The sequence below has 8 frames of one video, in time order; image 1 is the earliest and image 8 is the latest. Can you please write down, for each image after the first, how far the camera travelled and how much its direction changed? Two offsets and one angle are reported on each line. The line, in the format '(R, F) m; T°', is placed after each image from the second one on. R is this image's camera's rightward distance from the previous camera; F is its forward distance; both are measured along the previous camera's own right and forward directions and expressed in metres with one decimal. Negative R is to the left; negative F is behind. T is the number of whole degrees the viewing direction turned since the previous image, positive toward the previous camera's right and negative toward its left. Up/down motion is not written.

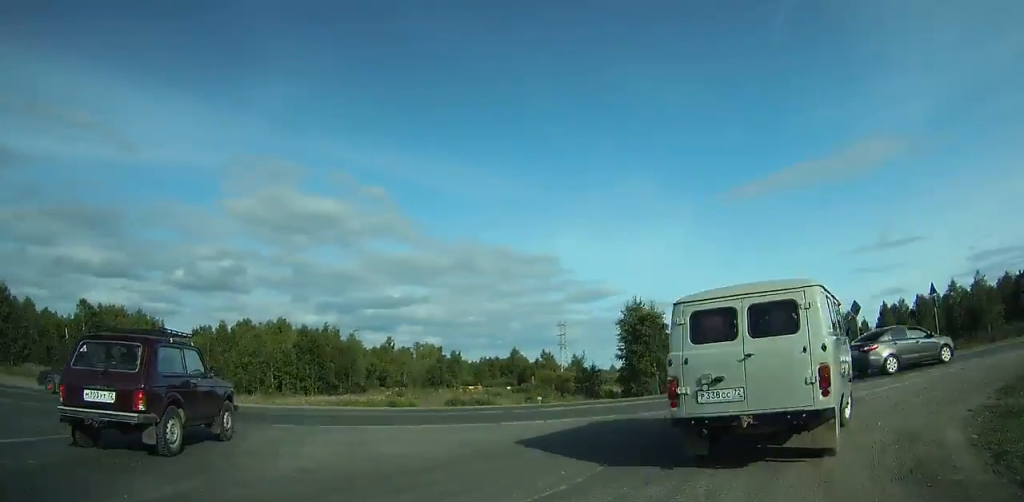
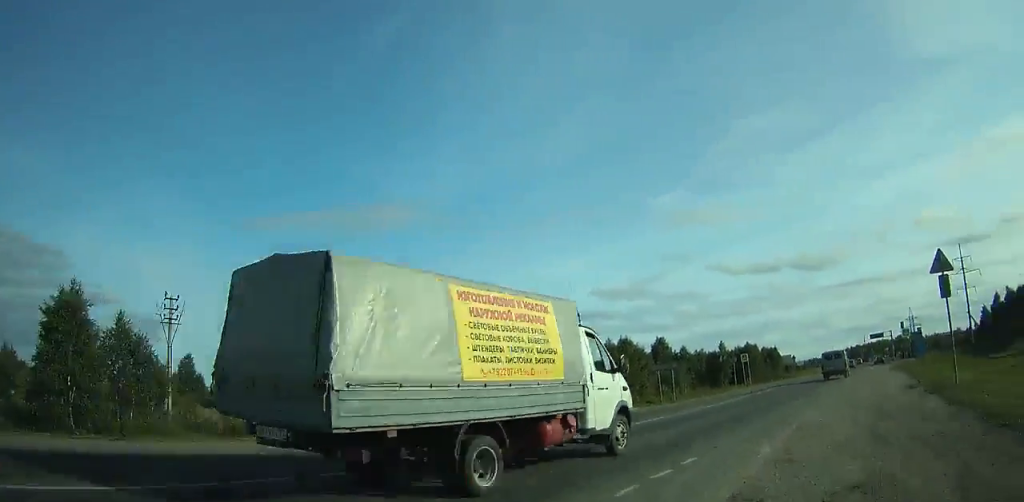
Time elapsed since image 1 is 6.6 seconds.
(+5.5, +11.1) m; +53°
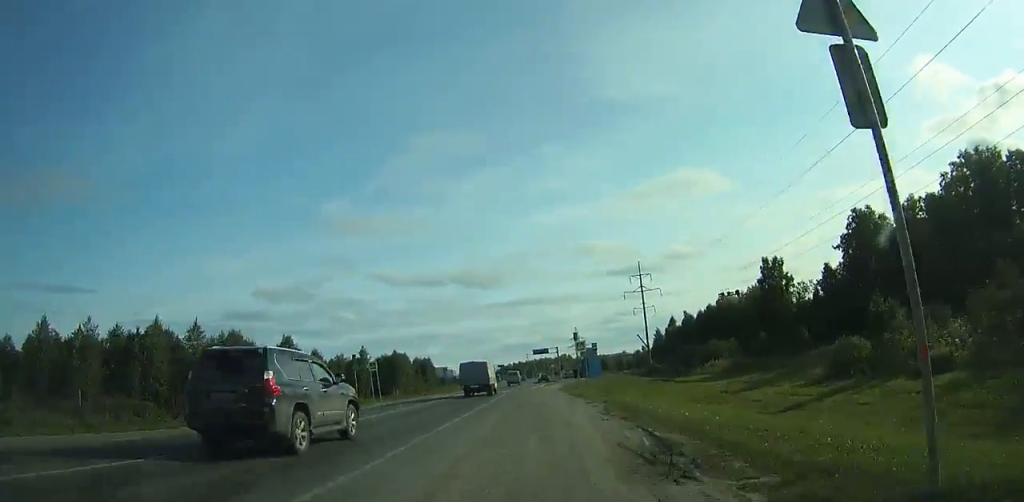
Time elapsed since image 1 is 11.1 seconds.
(+2.1, +13.2) m; +16°
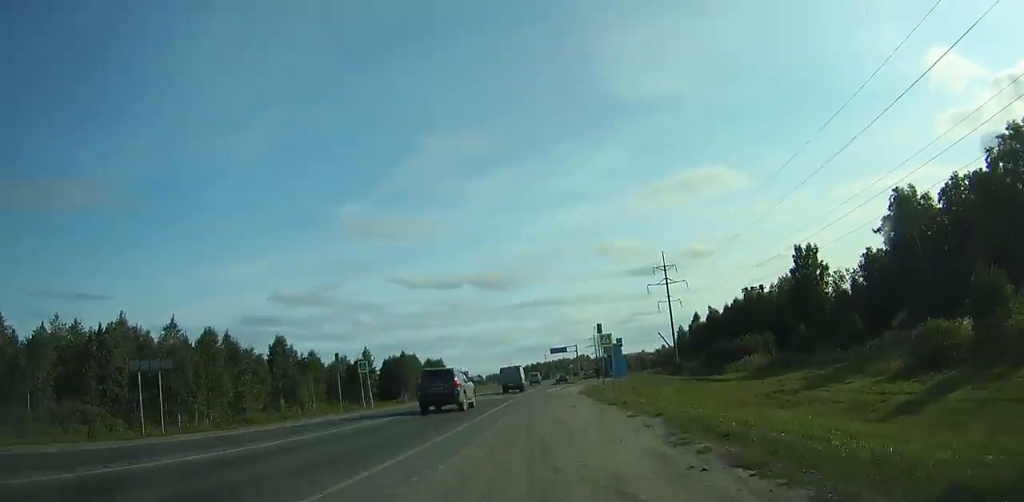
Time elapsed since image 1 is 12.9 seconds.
(+0.7, +7.2) m; +3°
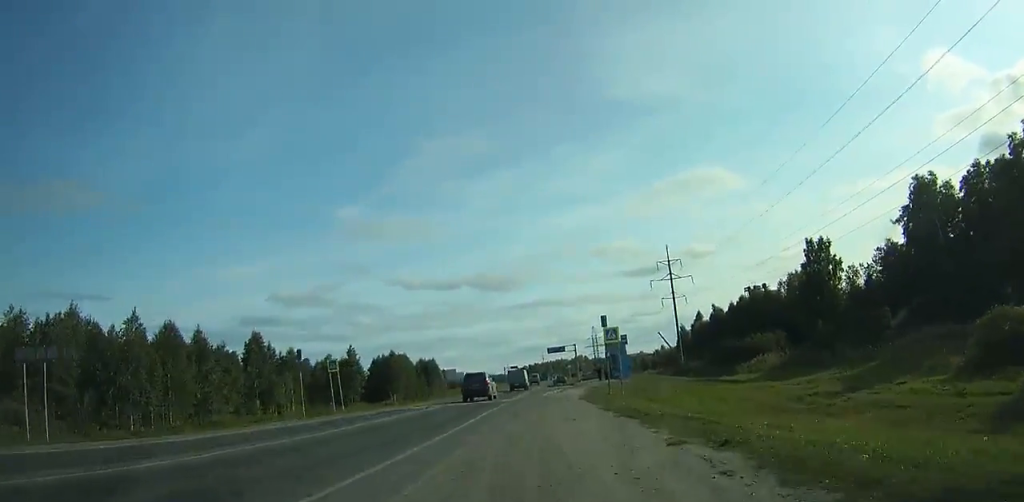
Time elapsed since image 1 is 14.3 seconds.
(+0.1, +6.6) m; 0°
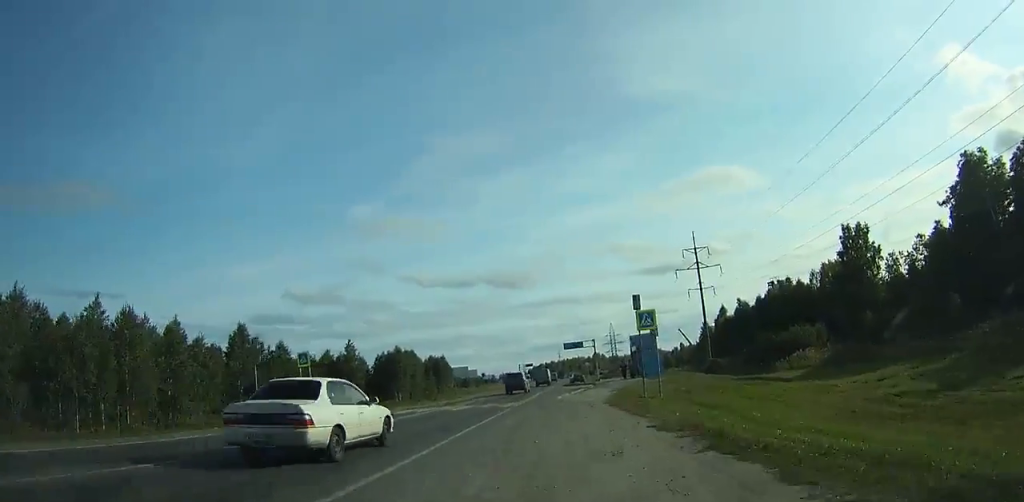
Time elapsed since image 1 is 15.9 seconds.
(-0.1, +8.5) m; -1°
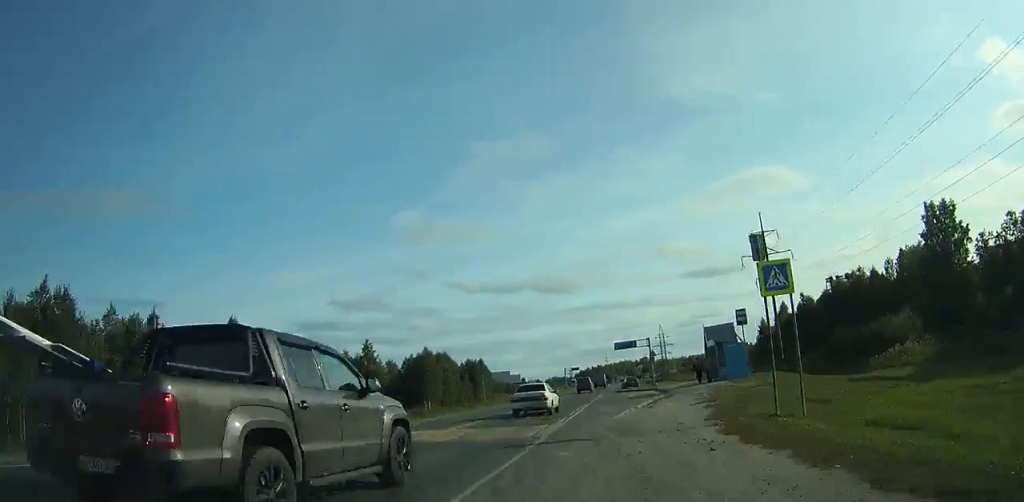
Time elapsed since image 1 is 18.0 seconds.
(-0.2, +13.7) m; -1°
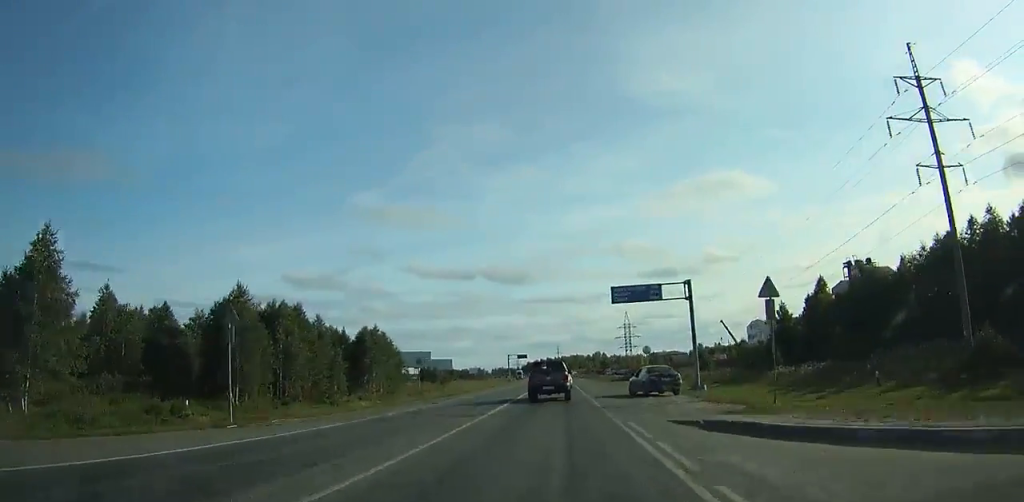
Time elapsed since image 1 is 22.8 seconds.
(-0.4, +42.4) m; +1°
